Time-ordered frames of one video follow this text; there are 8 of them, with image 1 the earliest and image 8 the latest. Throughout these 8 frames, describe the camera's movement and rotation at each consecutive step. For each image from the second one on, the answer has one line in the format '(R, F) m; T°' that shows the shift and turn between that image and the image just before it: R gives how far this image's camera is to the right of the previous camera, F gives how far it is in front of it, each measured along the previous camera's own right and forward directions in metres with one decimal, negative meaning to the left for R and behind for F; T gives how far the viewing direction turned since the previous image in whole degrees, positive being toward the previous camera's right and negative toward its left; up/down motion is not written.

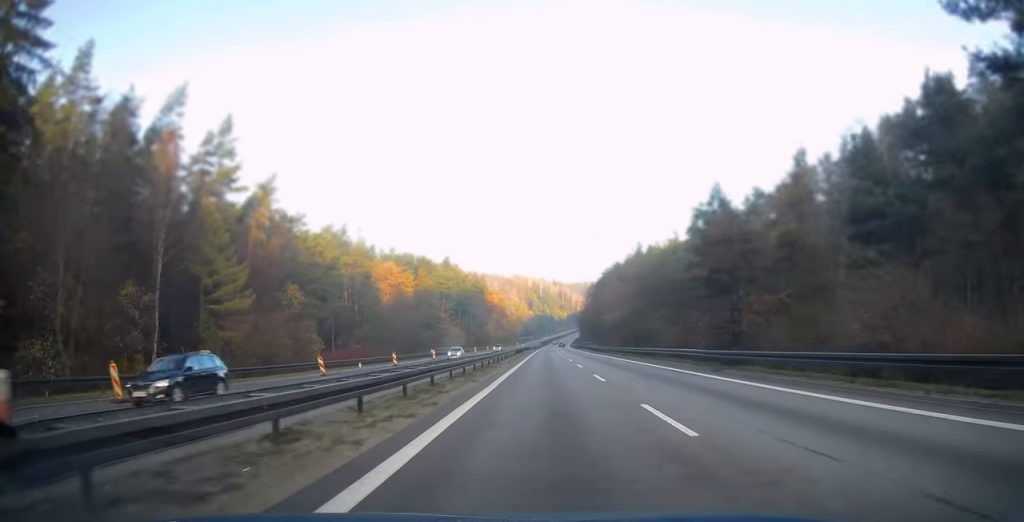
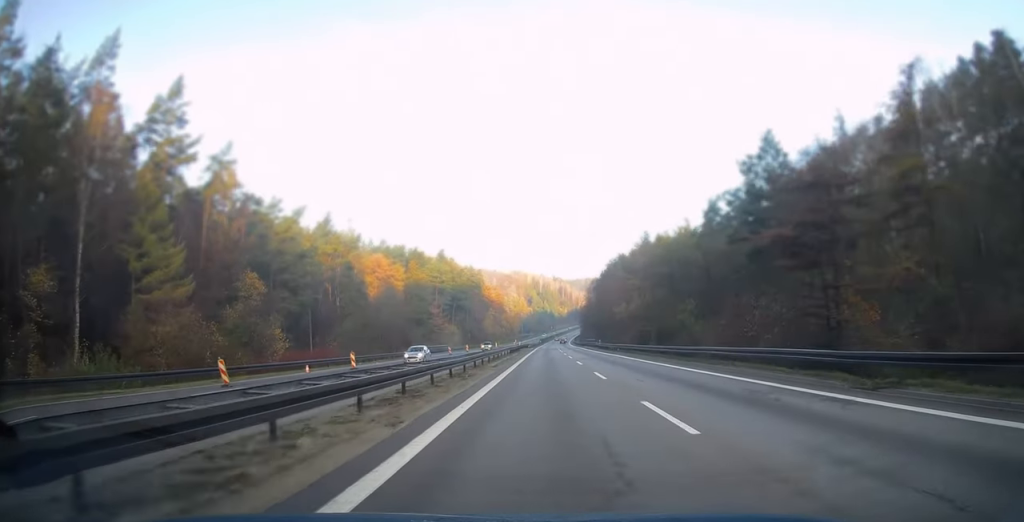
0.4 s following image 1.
(0.0, +12.2) m; 0°
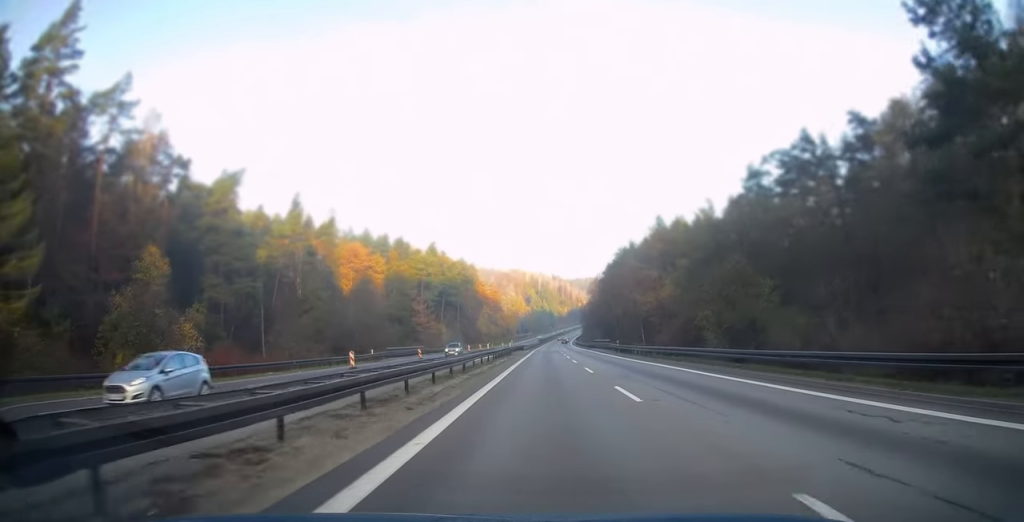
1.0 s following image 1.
(0.0, +19.8) m; 0°
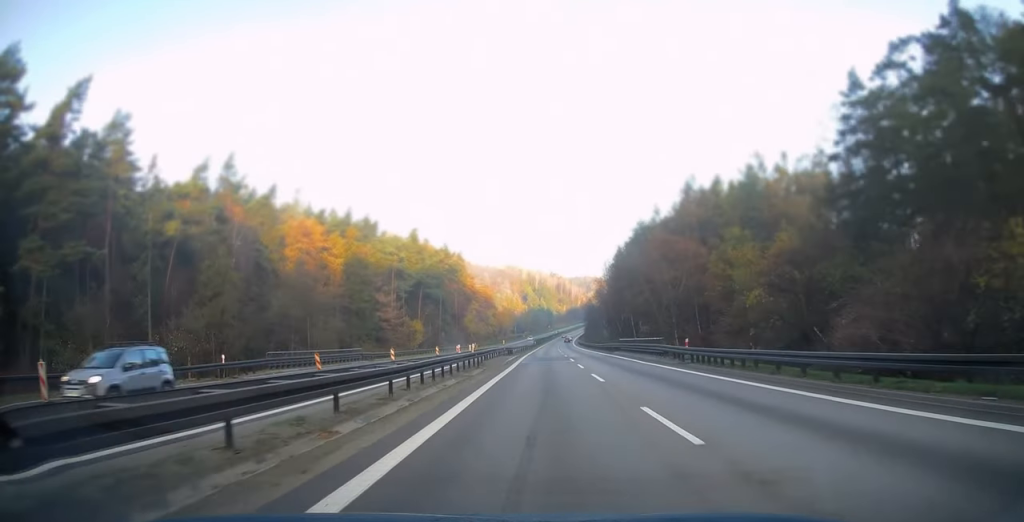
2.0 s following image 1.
(0.0, +29.4) m; 0°
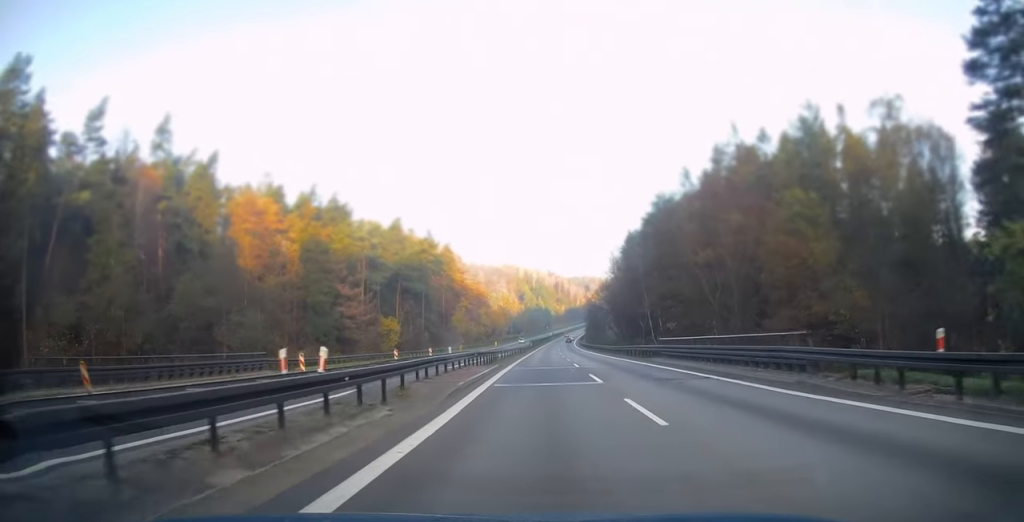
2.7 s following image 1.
(0.0, +20.2) m; +1°
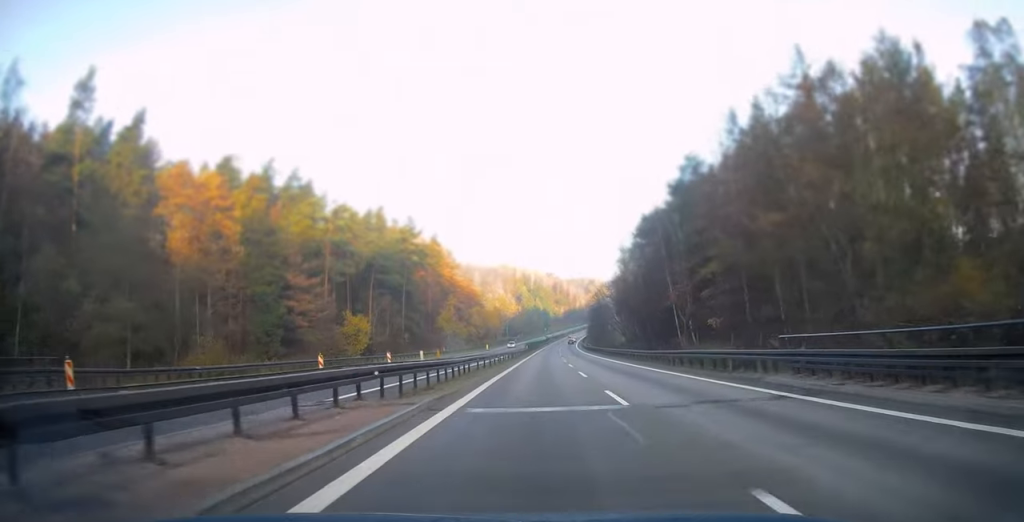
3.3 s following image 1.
(+0.2, +18.8) m; 0°
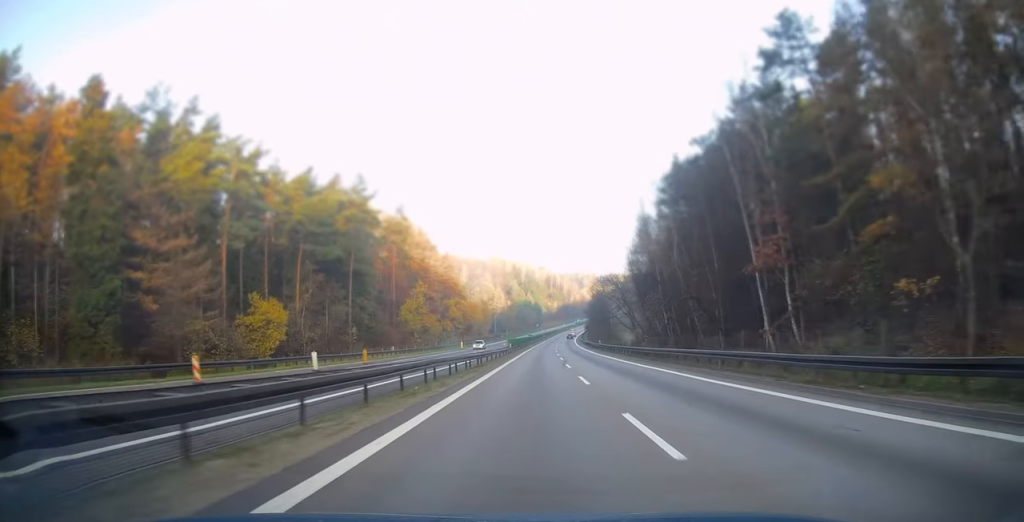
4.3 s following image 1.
(+0.1, +30.4) m; 0°
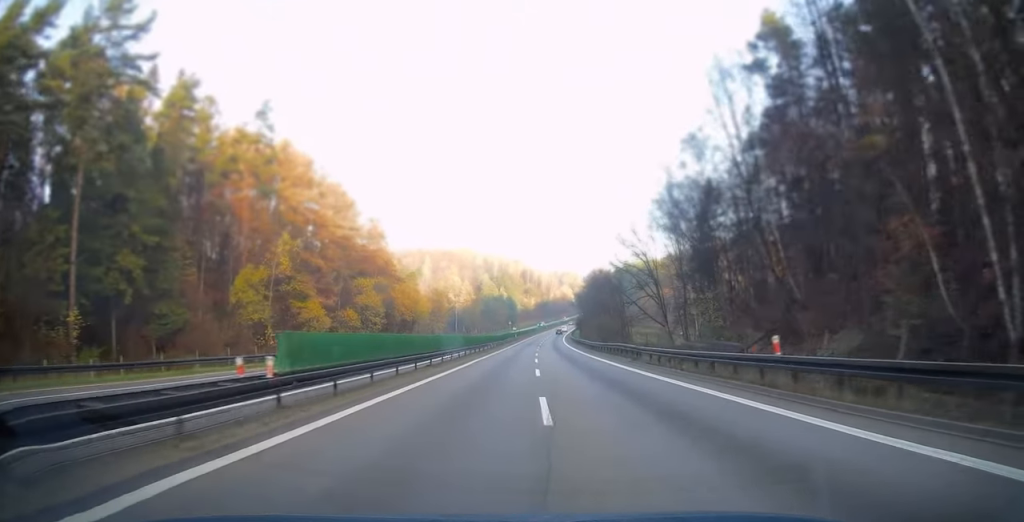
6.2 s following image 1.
(+0.8, +58.1) m; +2°
